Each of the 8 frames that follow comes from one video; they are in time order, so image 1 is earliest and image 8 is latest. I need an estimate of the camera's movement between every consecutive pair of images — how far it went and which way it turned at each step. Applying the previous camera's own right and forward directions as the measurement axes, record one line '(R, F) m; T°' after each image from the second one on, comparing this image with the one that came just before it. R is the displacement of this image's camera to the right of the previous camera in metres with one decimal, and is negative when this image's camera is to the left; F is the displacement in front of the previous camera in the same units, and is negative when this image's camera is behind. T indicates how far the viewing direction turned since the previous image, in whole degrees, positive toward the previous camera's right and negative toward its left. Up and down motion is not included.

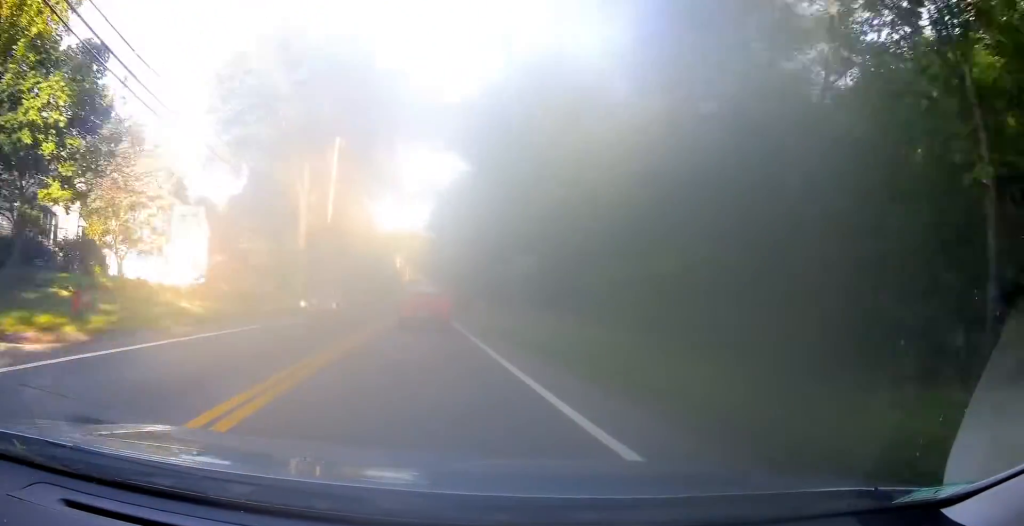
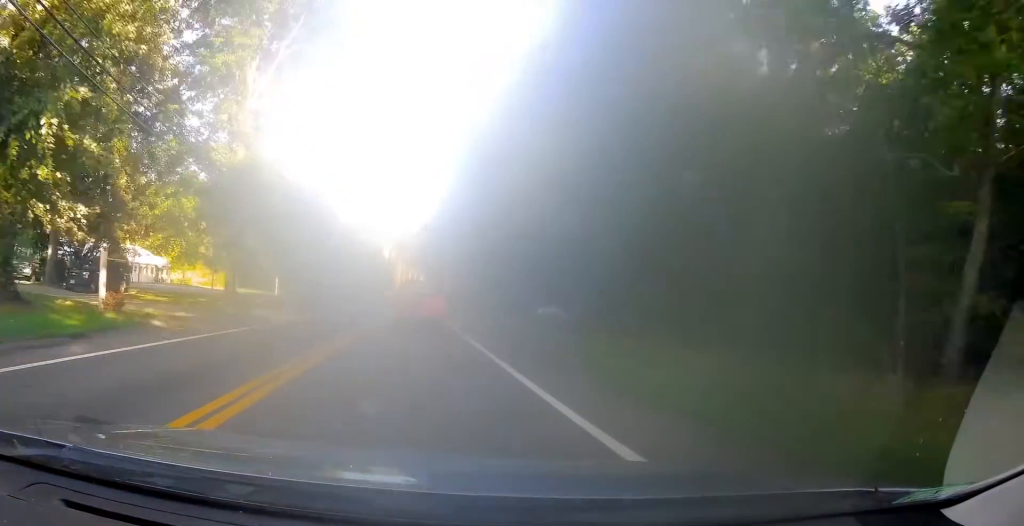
(+0.5, +47.3) m; +2°
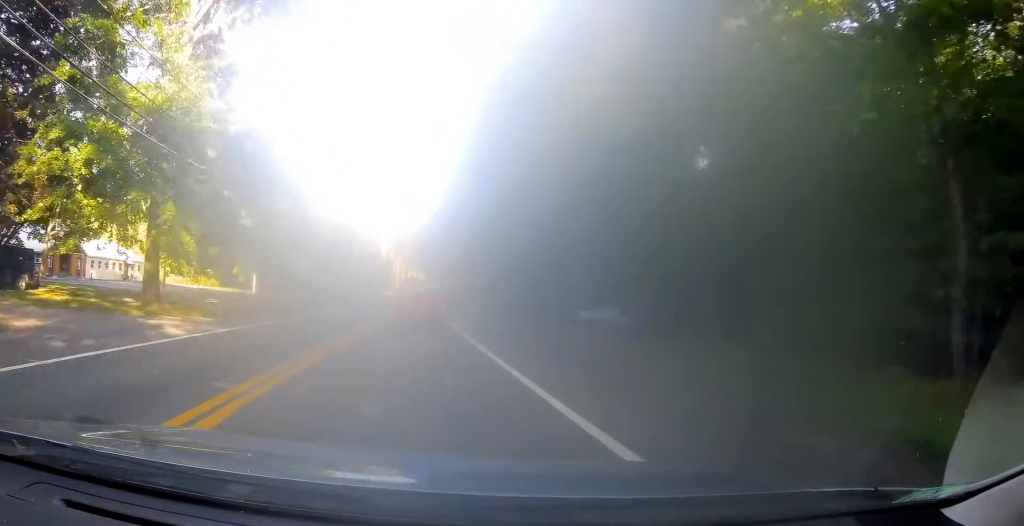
(+0.3, +11.0) m; 0°
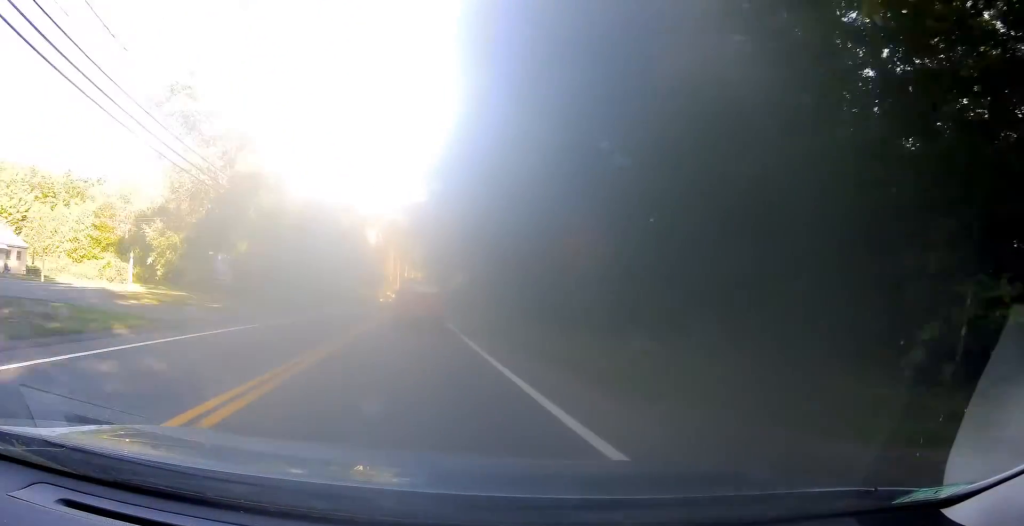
(-0.6, +28.5) m; 0°
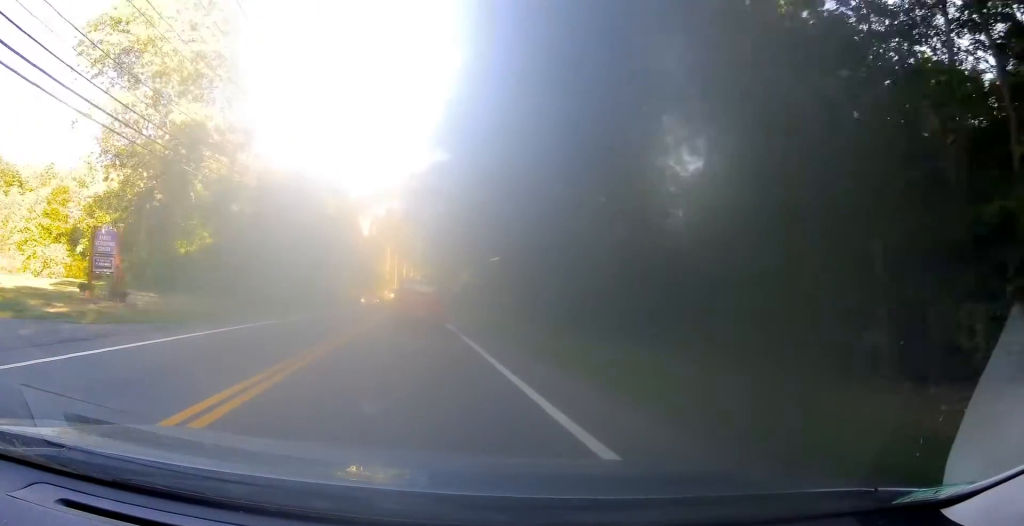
(+0.2, +14.9) m; +1°
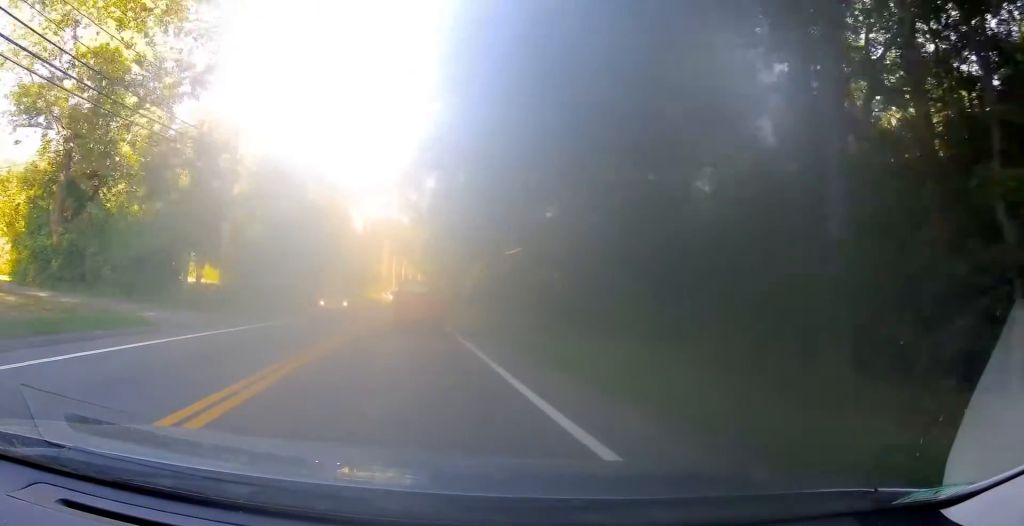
(+0.1, +10.9) m; -1°
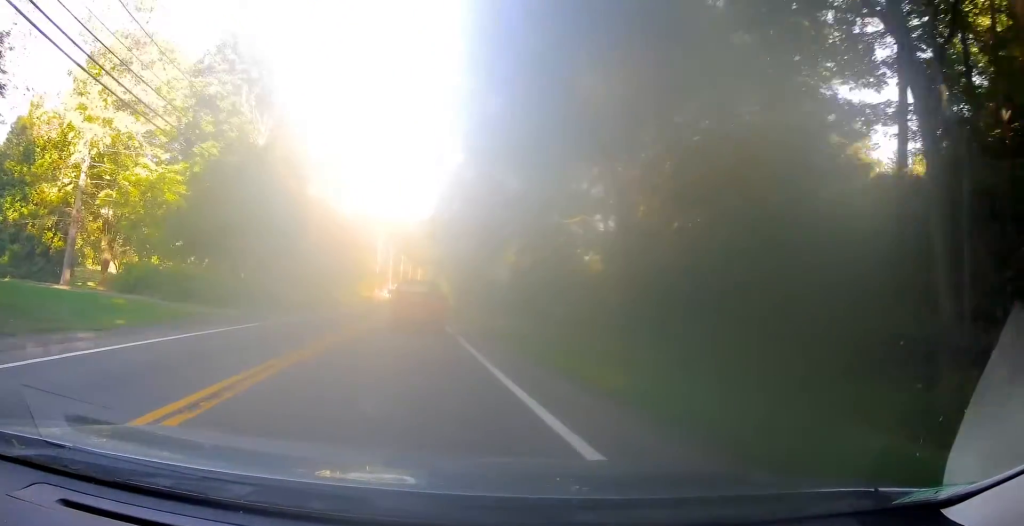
(-0.4, +21.9) m; -1°
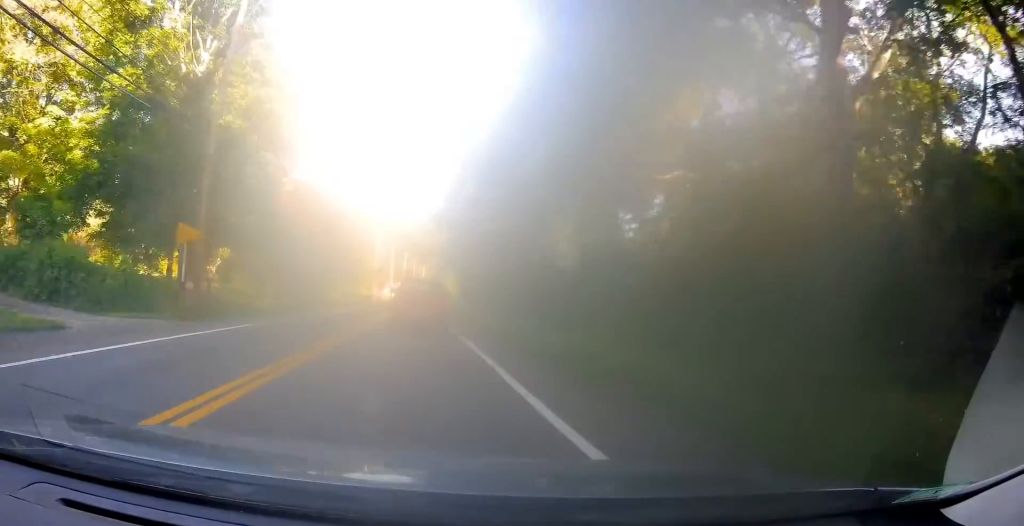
(0.0, +13.1) m; 0°
